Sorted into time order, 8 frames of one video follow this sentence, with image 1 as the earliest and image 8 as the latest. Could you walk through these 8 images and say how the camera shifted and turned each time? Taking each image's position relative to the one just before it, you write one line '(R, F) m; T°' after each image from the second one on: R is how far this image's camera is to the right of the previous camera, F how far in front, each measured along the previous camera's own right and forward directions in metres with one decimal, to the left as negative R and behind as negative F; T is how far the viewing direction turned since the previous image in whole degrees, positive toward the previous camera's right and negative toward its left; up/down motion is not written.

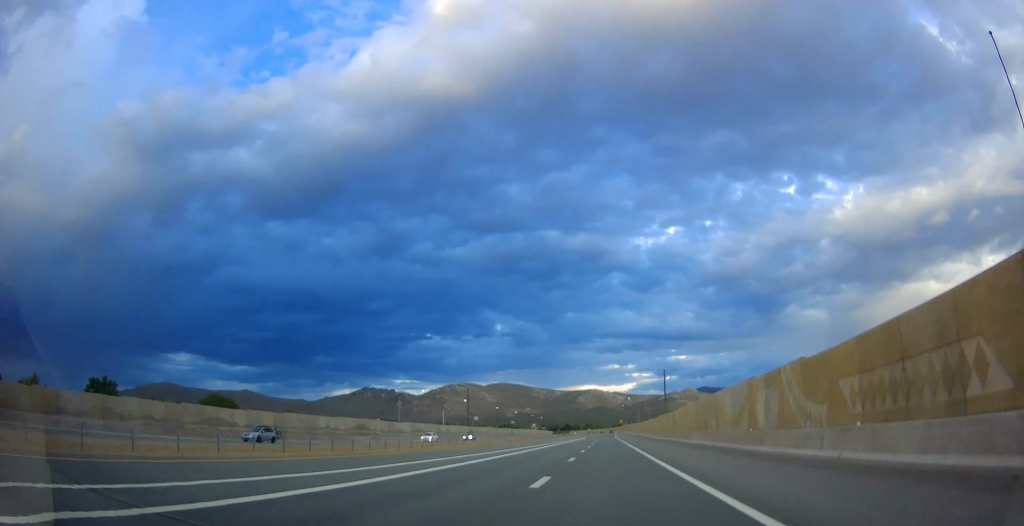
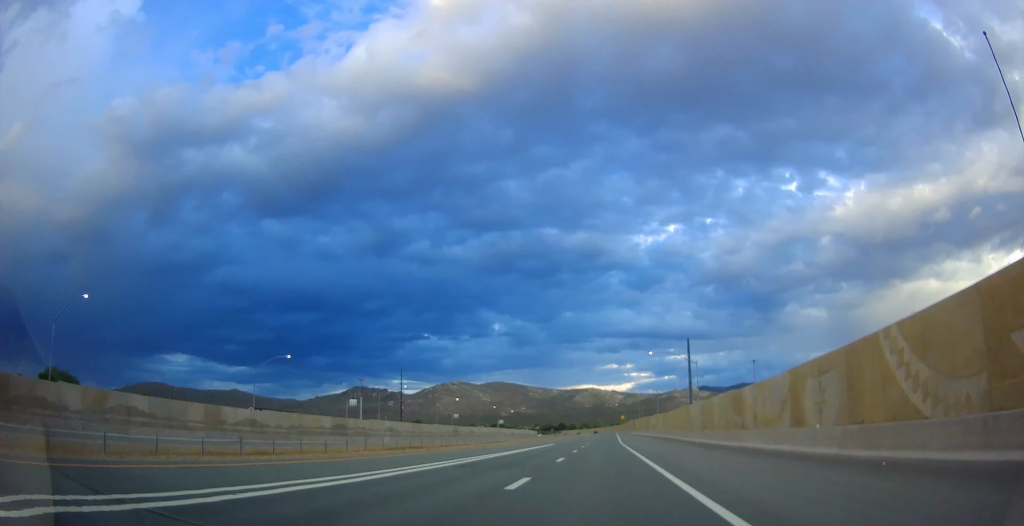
(+0.5, +84.3) m; 0°
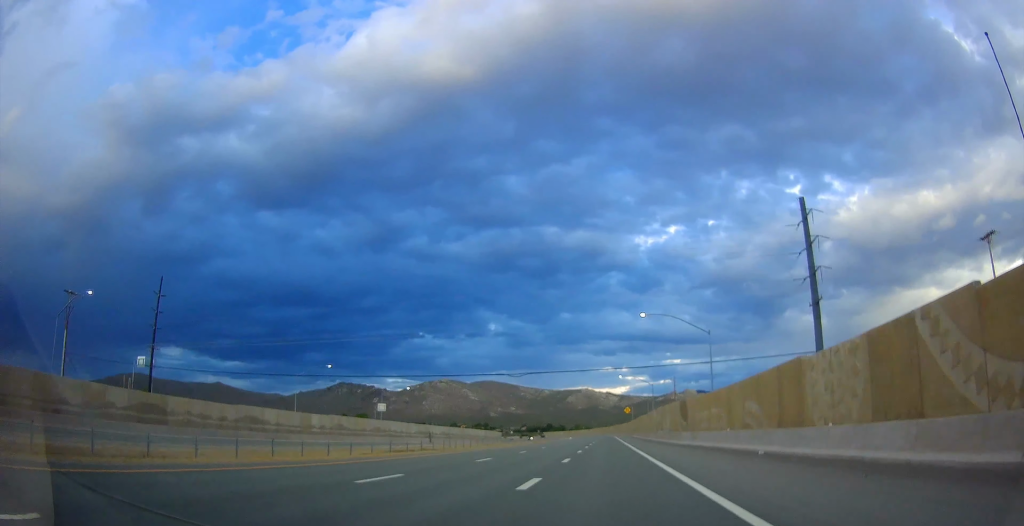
(0.0, +108.8) m; -2°
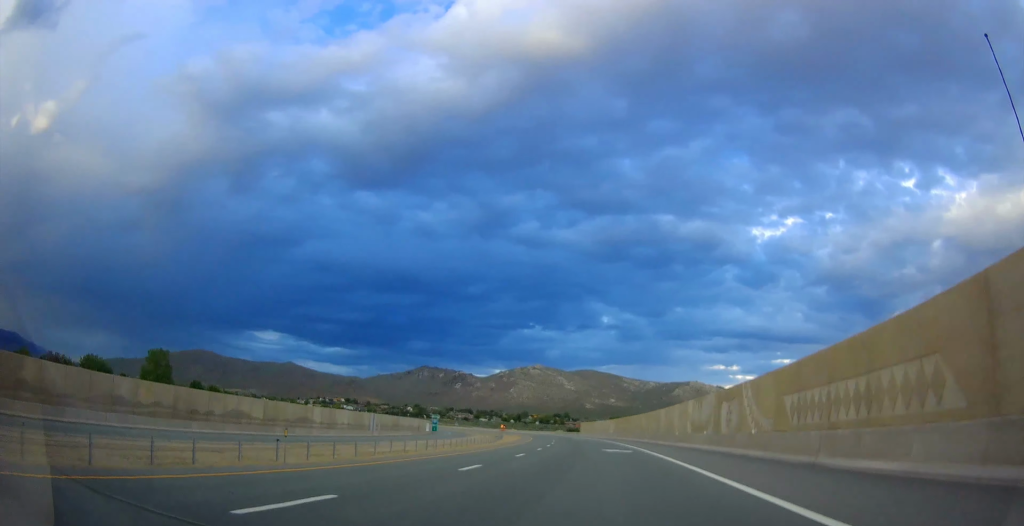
(-23.3, +276.3) m; -14°
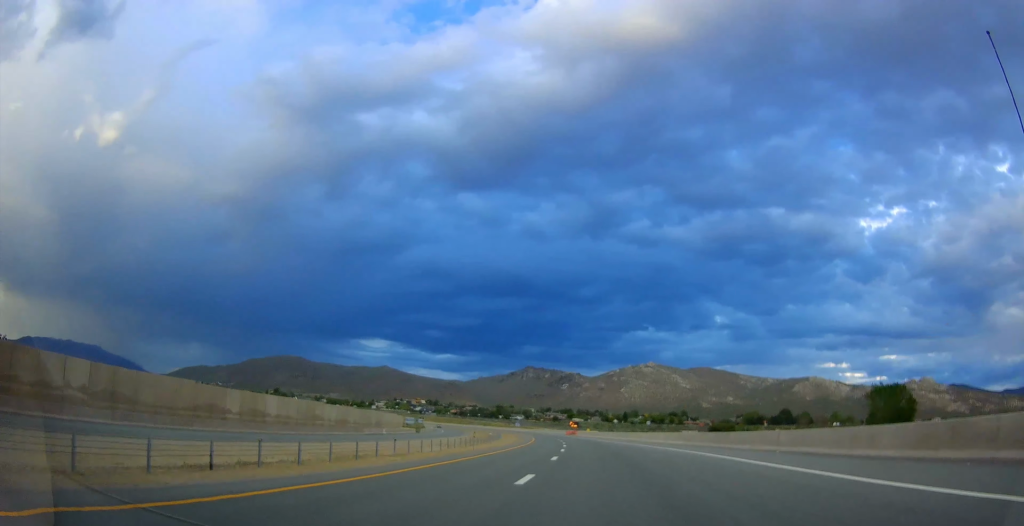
(-16.6, +166.2) m; -12°
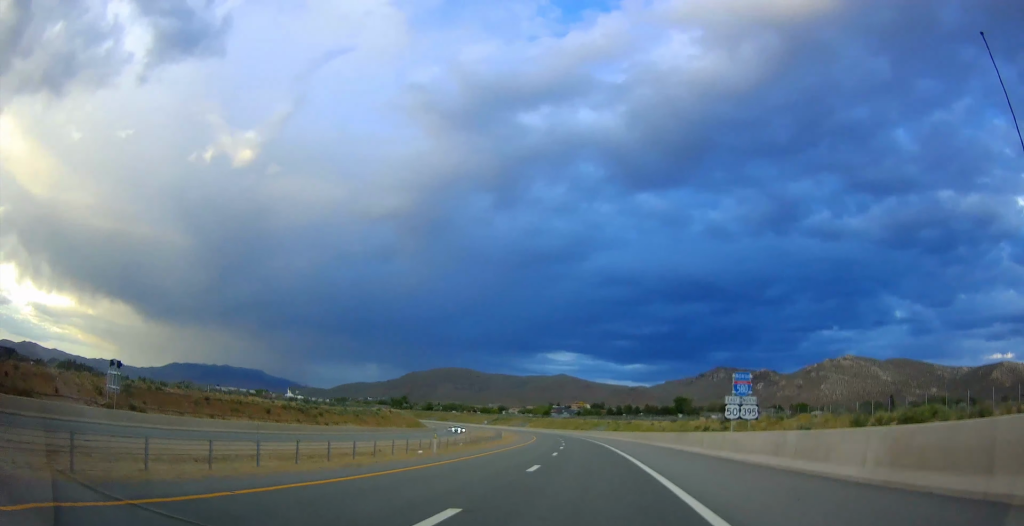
(-37.3, +238.5) m; -18°
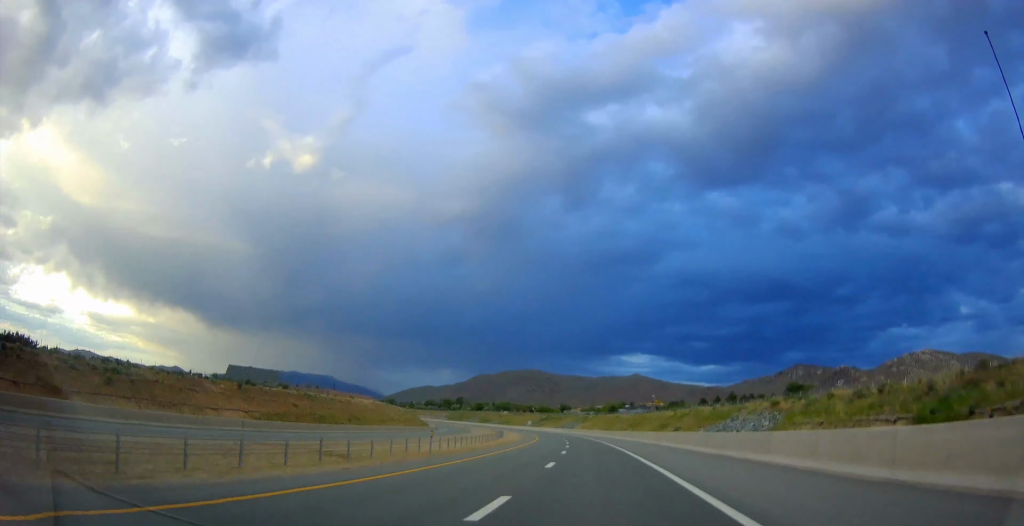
(+0.1, +97.3) m; -7°
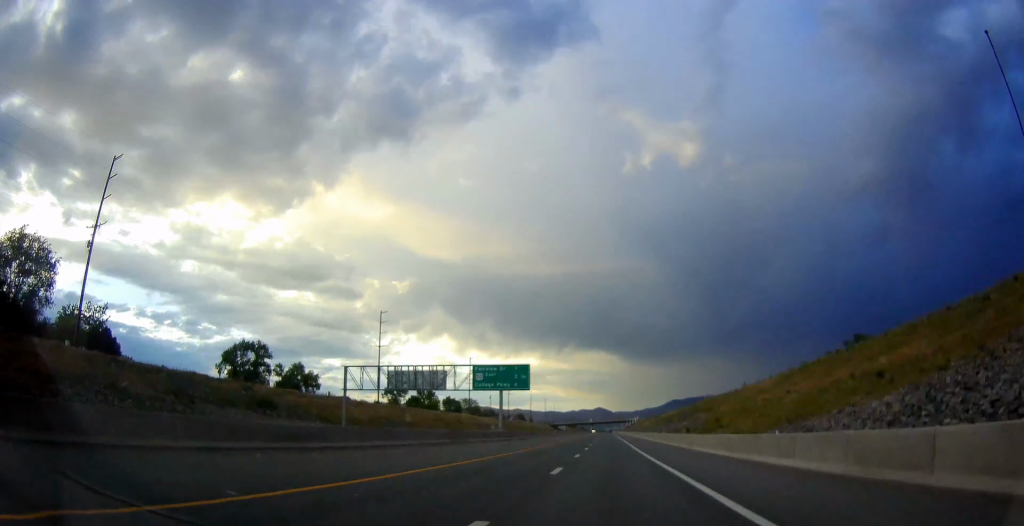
(-294.3, +662.9) m; -35°
